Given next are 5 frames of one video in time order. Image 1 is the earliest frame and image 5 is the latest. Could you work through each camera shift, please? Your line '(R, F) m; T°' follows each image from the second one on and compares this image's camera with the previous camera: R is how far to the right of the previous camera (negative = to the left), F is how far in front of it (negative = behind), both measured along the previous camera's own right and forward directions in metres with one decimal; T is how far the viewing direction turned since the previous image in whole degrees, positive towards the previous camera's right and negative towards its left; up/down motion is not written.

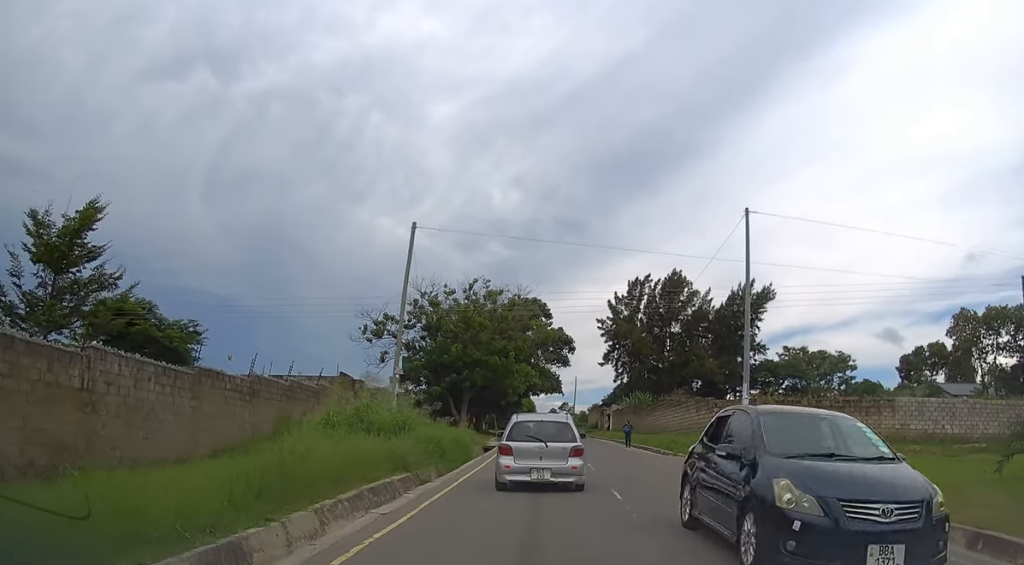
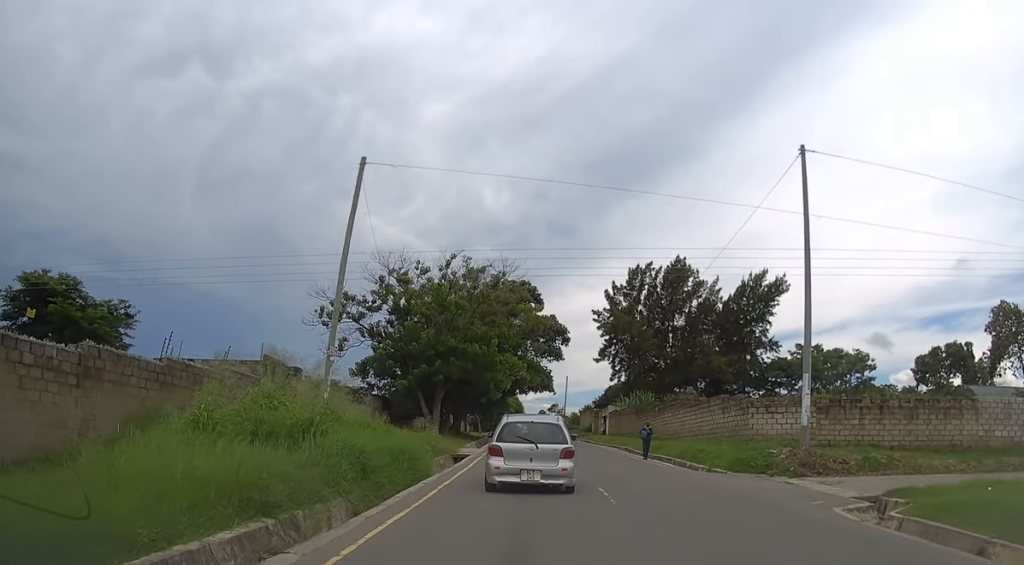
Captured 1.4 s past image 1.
(-0.1, +8.2) m; +2°
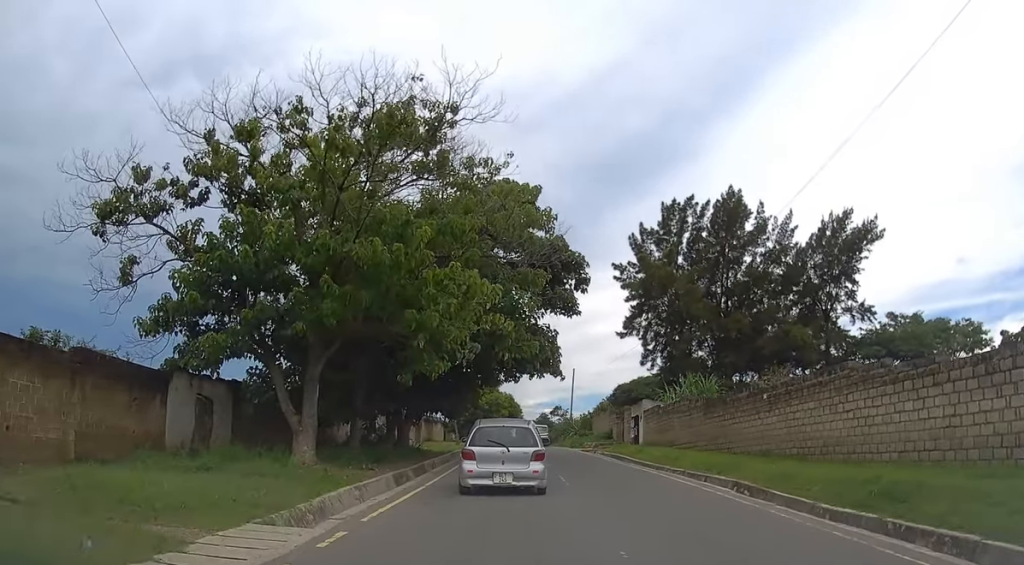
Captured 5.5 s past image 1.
(+0.4, +23.1) m; 0°
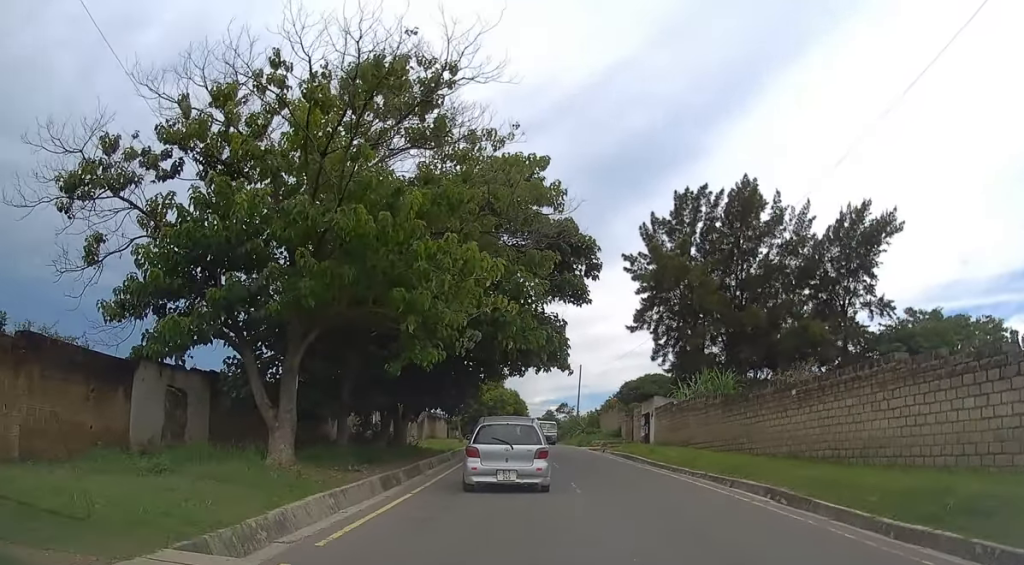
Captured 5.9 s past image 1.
(0.0, +2.2) m; -1°
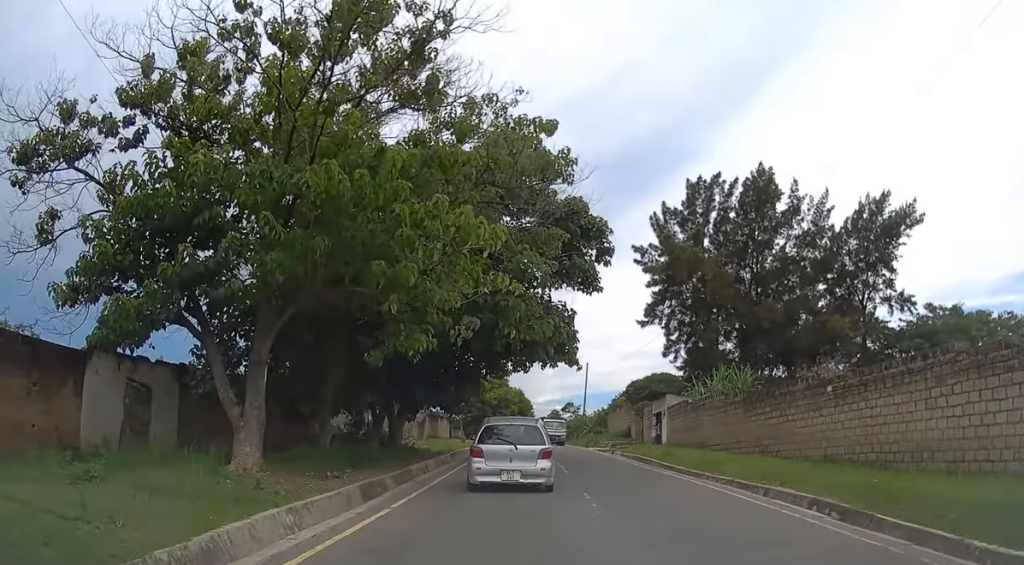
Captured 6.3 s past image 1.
(0.0, +2.4) m; -1°
